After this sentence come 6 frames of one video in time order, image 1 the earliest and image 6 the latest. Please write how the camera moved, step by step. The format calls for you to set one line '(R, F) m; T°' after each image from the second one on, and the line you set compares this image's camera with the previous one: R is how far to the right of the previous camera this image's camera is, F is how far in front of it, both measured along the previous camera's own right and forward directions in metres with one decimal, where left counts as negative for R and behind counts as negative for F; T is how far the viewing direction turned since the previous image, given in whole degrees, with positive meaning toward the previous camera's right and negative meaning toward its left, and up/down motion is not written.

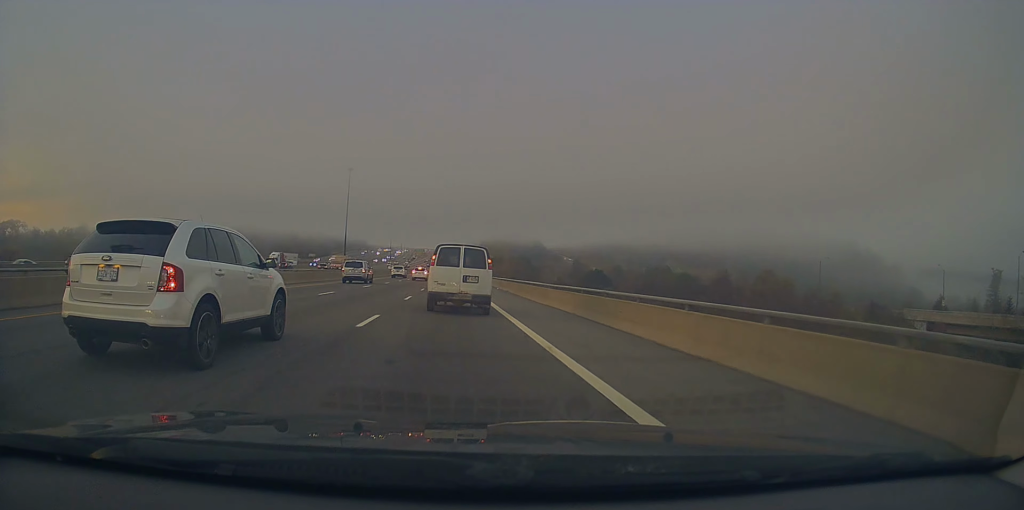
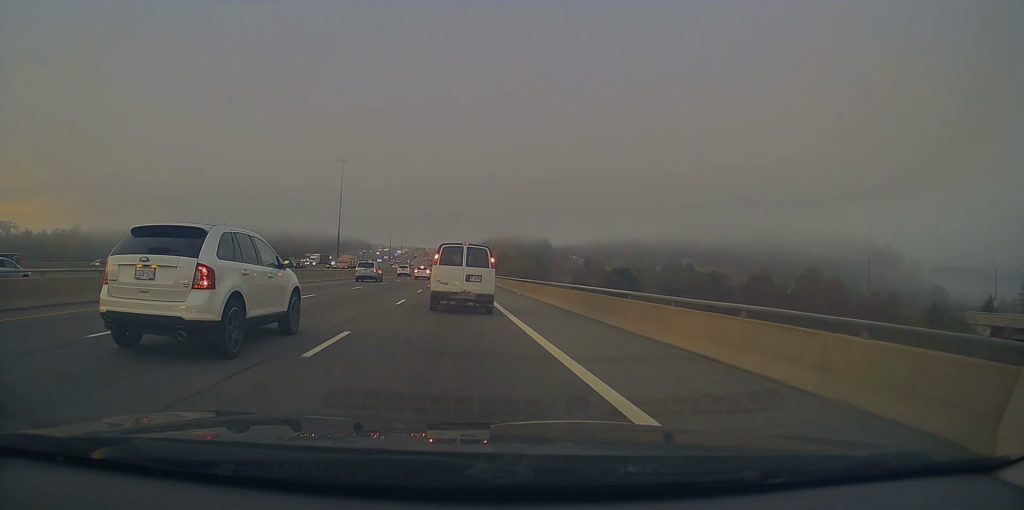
(0.0, +16.3) m; 0°
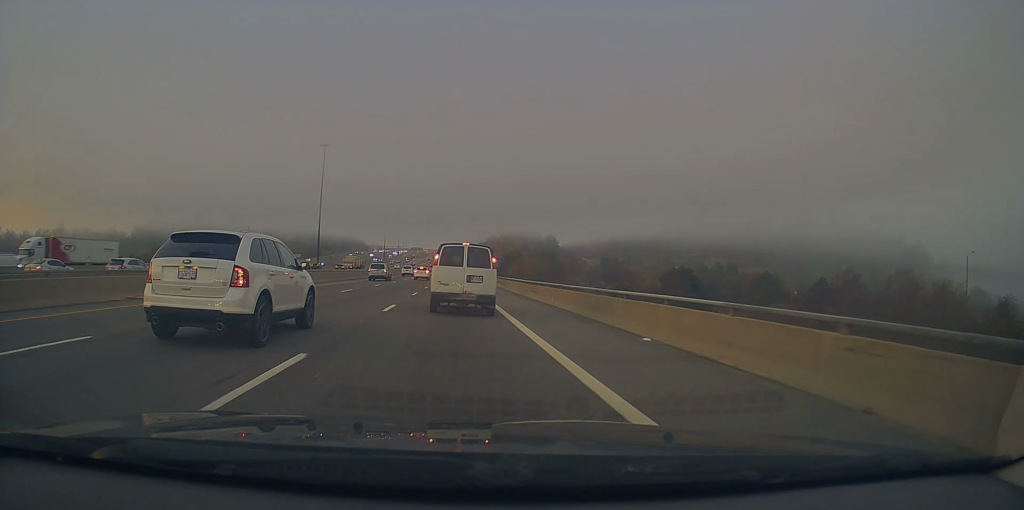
(+0.2, +27.1) m; -1°
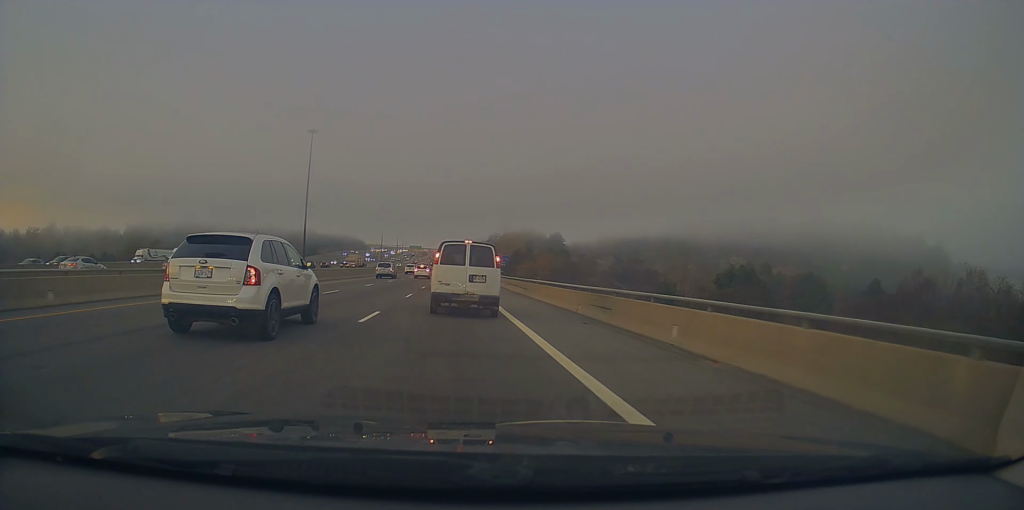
(-0.3, +16.3) m; 0°
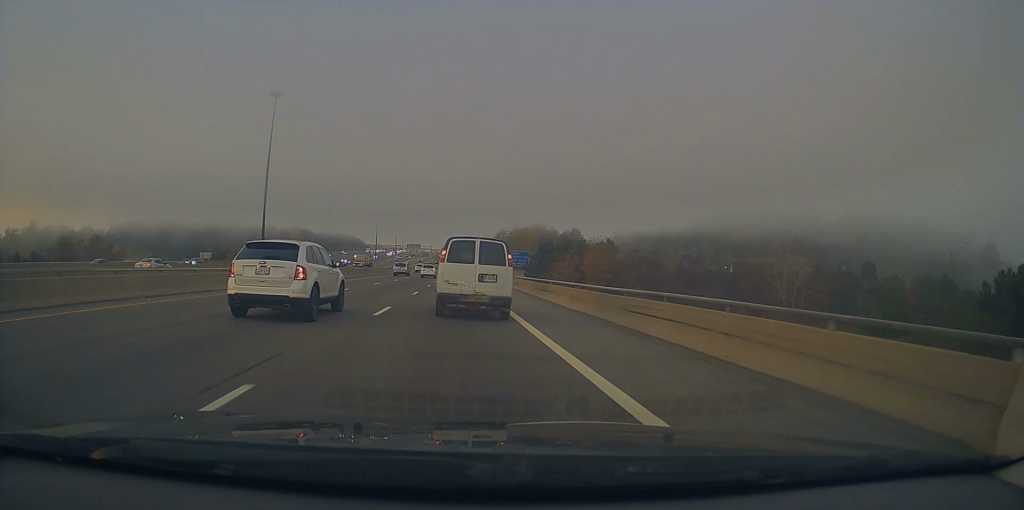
(+0.1, +35.4) m; 0°
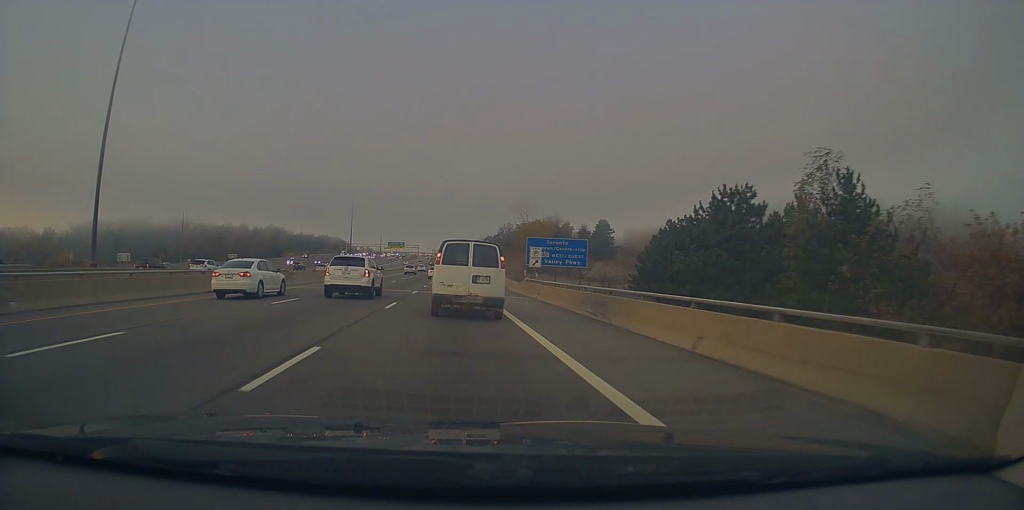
(-0.4, +57.1) m; 0°
